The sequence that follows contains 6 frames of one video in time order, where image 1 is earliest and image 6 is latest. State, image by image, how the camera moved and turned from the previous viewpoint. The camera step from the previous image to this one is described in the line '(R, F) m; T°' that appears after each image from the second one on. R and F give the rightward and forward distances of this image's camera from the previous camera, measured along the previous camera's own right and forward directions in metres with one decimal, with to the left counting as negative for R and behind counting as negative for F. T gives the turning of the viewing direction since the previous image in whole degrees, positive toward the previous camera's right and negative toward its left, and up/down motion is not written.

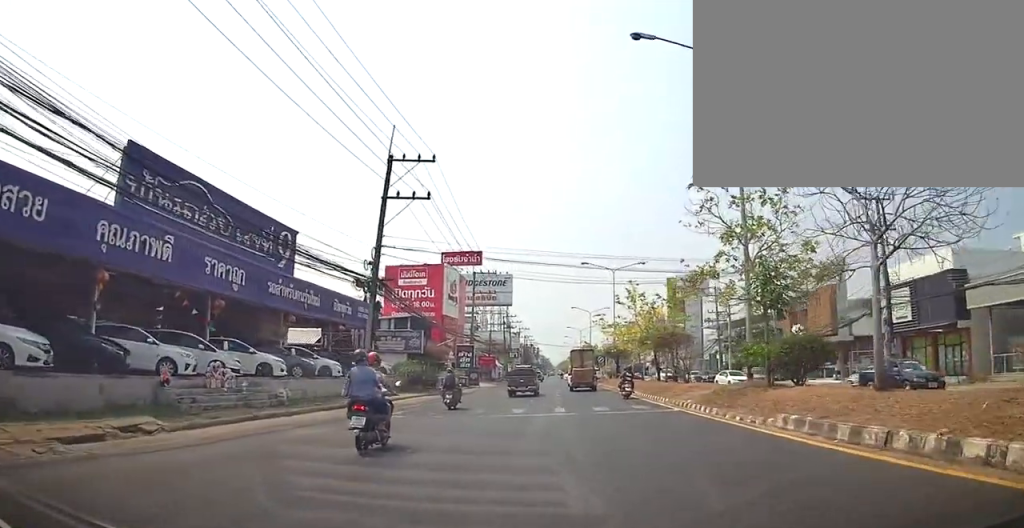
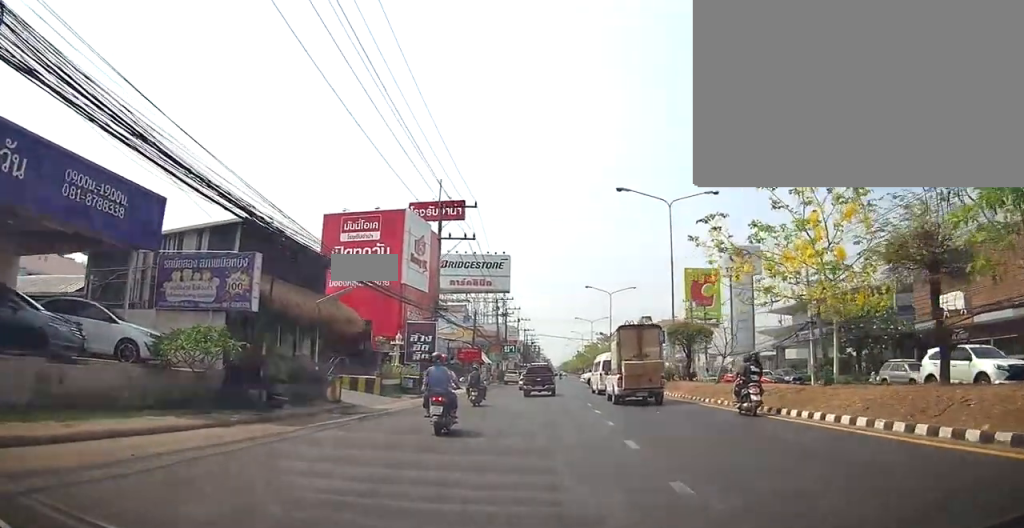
(-0.2, +25.4) m; -1°
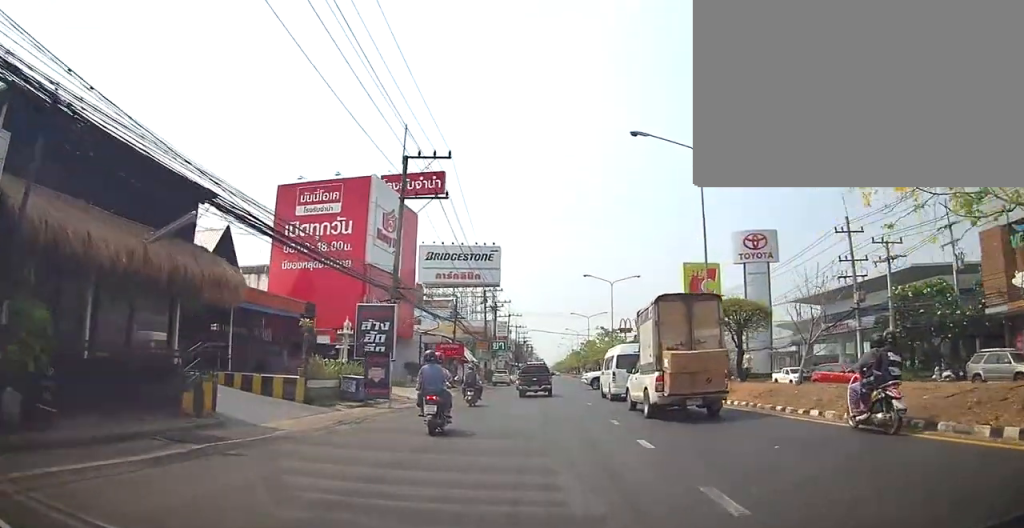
(0.0, +8.7) m; 0°
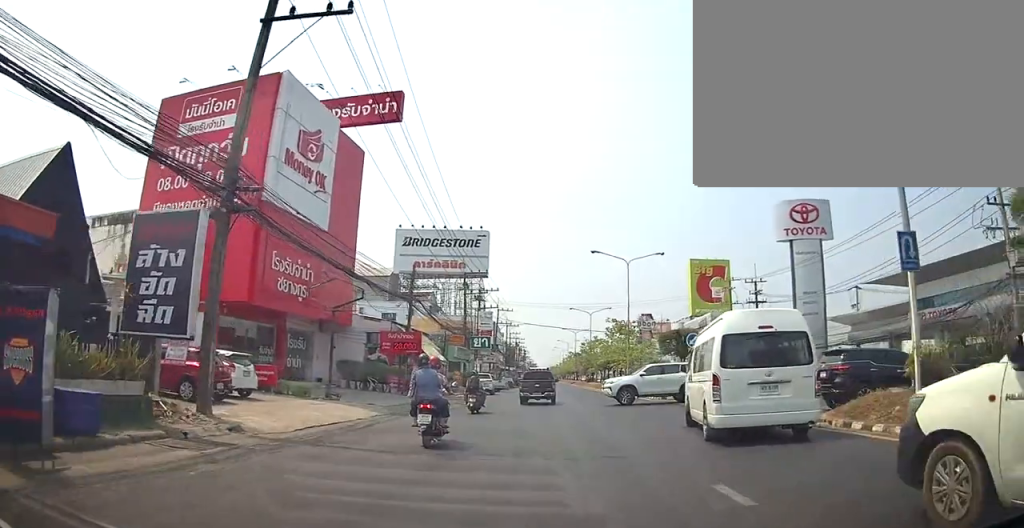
(+0.8, +16.1) m; +5°
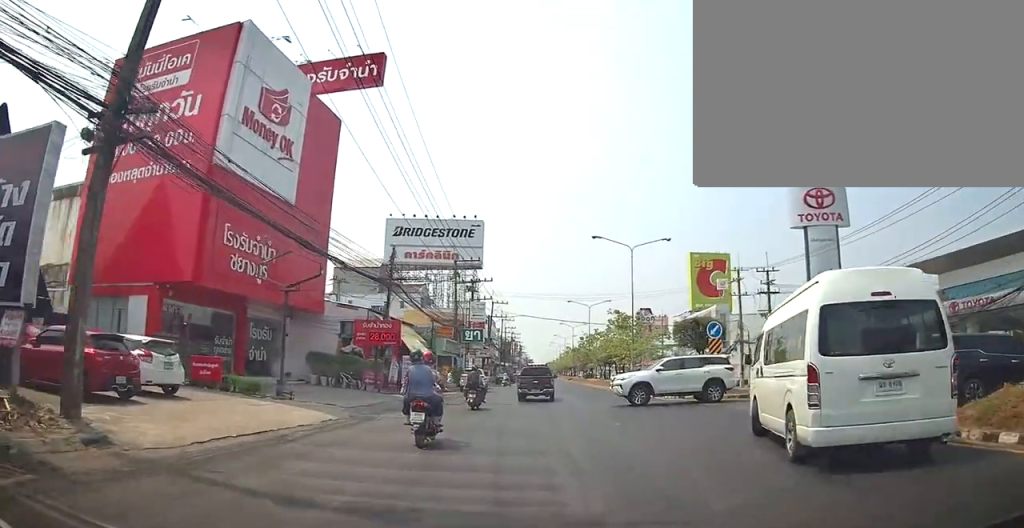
(+0.4, +4.0) m; 0°
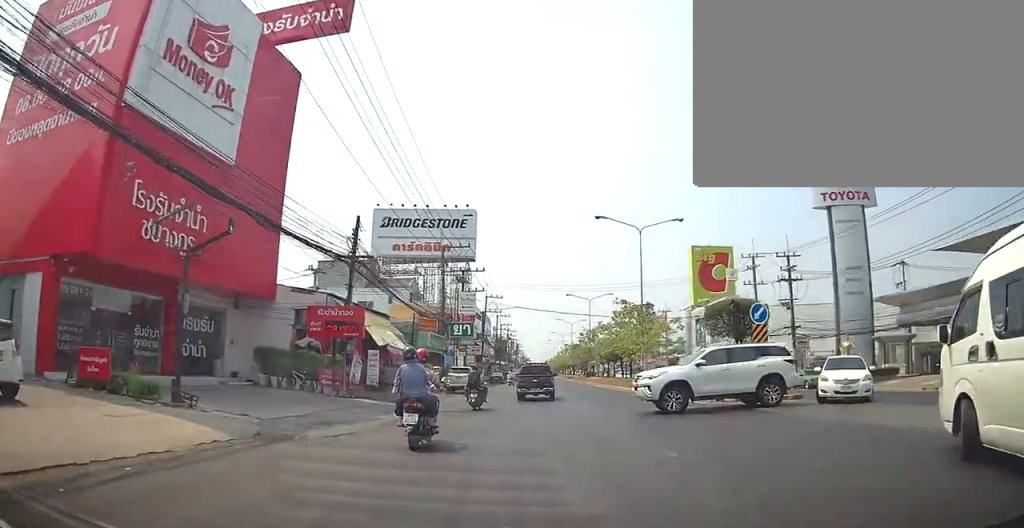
(-0.4, +5.6) m; 0°
